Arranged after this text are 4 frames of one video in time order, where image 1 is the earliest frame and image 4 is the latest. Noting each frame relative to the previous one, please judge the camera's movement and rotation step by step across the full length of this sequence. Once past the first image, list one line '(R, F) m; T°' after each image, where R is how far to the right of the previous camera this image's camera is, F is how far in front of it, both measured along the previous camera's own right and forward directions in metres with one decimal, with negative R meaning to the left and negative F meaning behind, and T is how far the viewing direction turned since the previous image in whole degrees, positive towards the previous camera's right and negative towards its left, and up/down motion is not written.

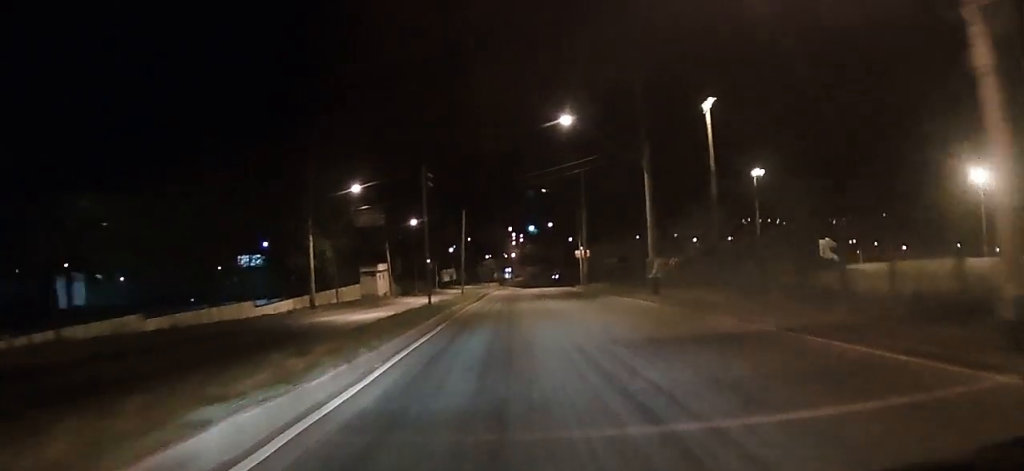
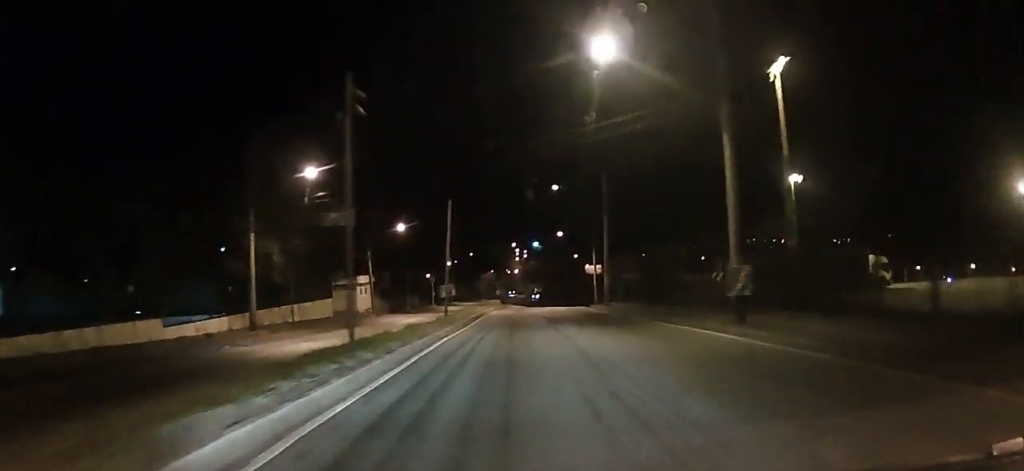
(-0.4, +11.2) m; 0°
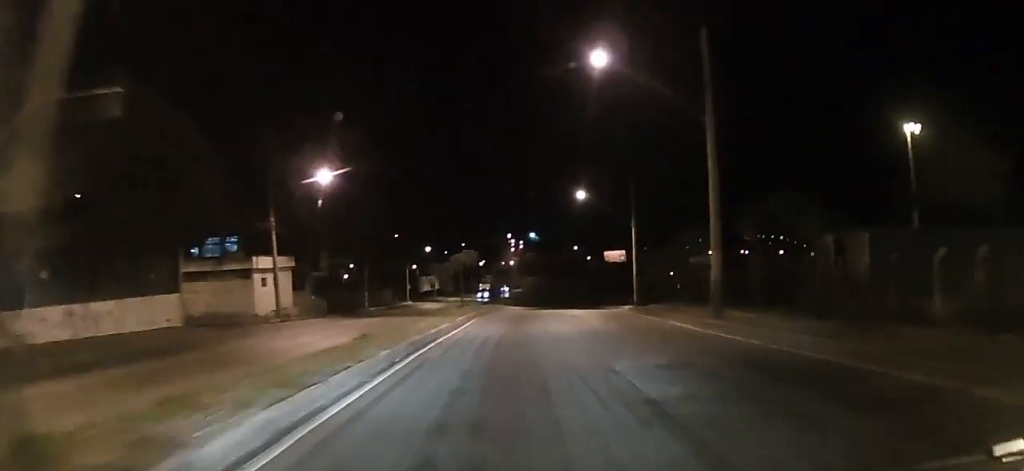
(+1.0, +26.0) m; +2°
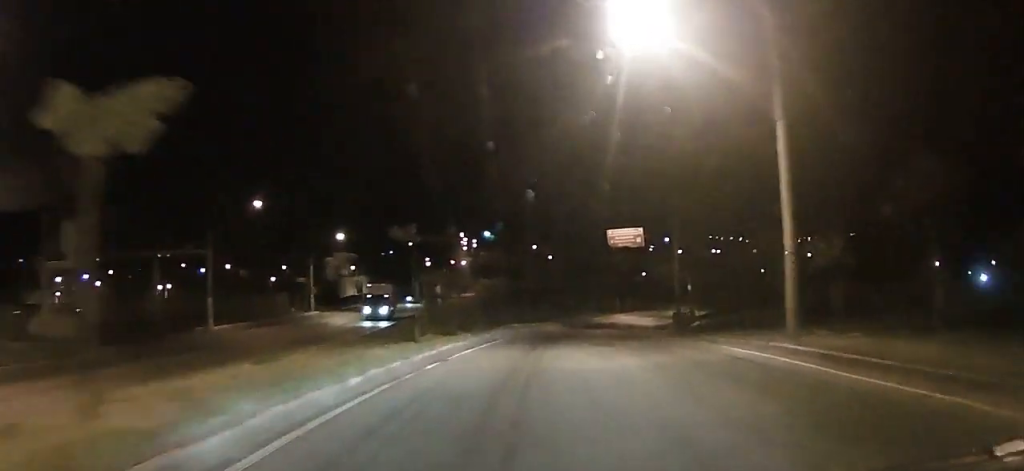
(+0.9, +31.0) m; +5°
